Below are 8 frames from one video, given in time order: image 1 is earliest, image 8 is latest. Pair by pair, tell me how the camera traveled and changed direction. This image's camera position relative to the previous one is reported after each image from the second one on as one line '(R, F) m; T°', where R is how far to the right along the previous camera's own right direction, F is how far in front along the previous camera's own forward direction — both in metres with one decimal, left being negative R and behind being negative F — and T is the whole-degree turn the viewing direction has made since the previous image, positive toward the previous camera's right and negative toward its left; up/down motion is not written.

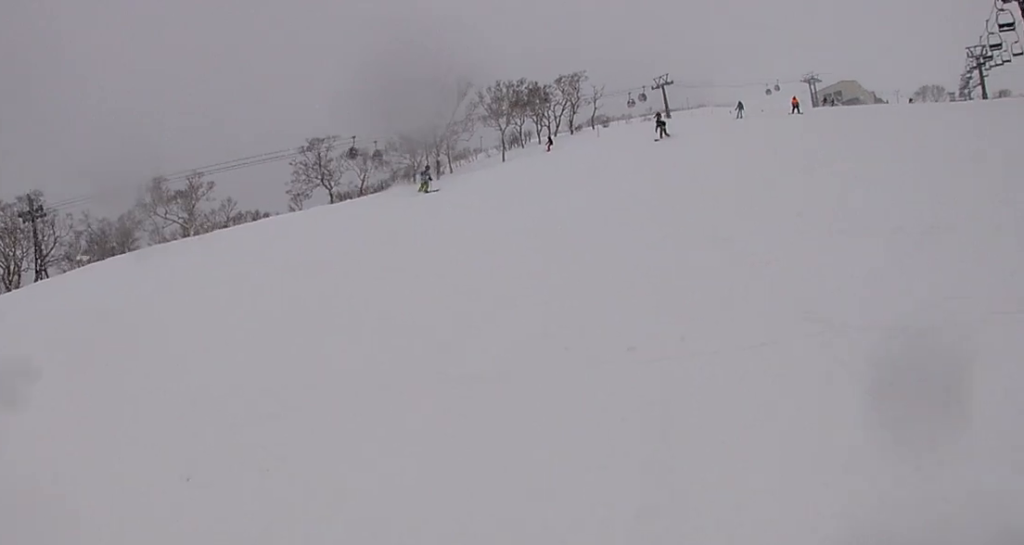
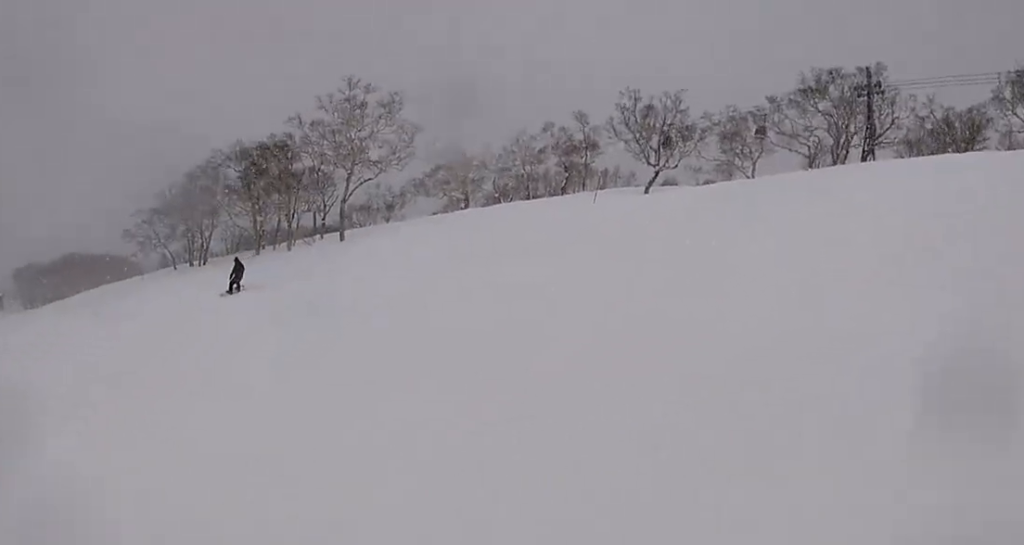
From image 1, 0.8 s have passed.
(+0.1, +3.7) m; 0°
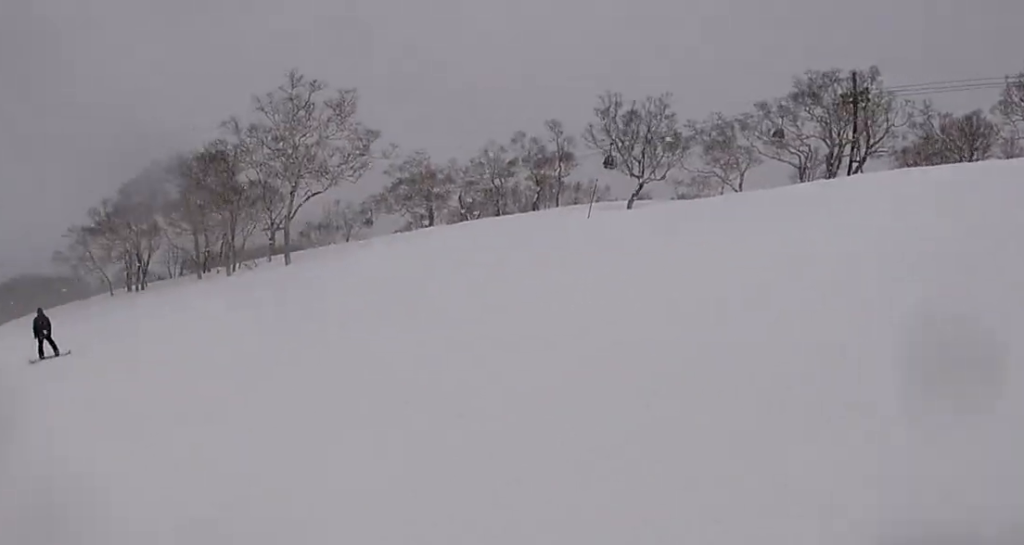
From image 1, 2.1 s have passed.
(-0.7, +6.7) m; -20°
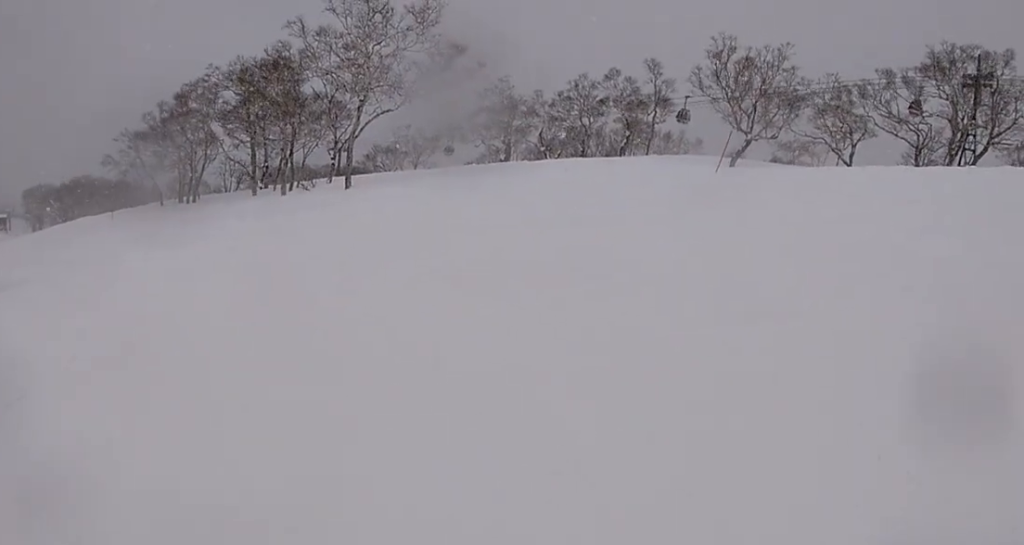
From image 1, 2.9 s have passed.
(-0.9, +4.4) m; -11°
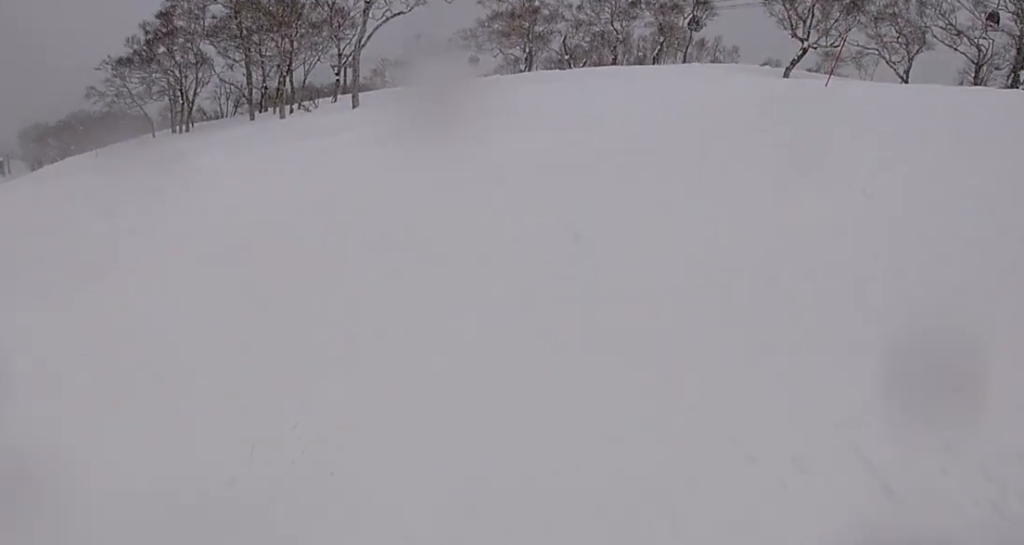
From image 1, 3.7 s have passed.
(+0.1, +4.4) m; +4°
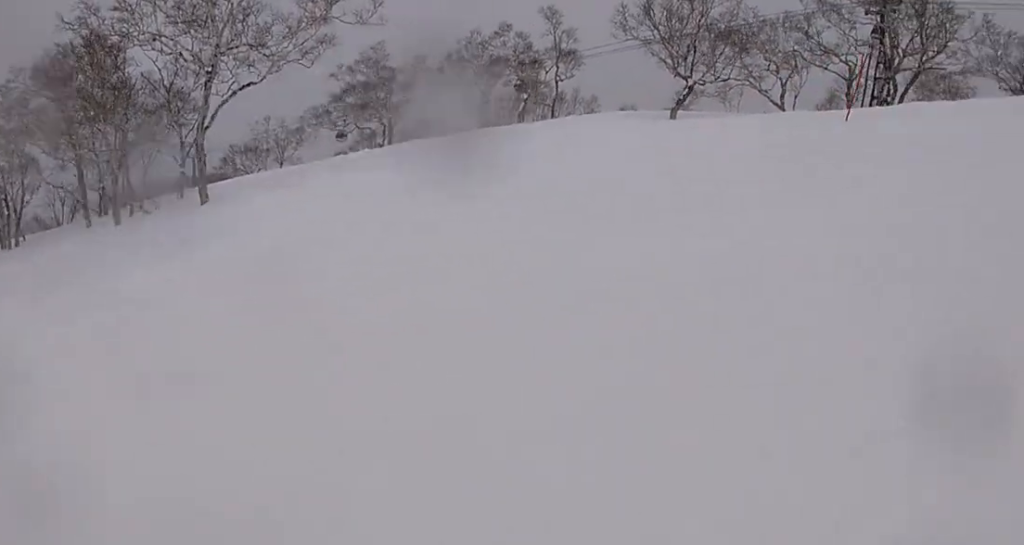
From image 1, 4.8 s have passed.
(+0.4, +6.1) m; +13°
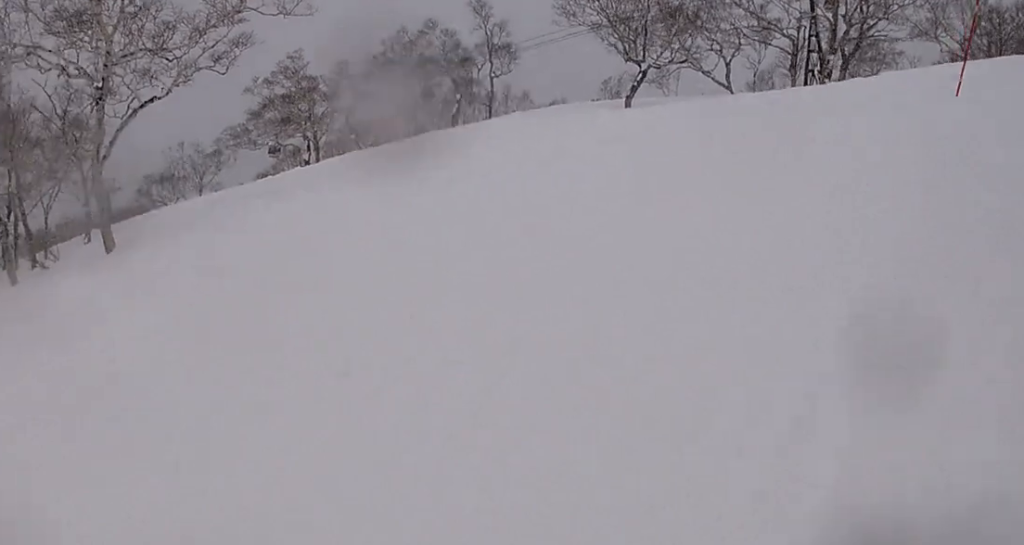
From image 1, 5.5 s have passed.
(+0.6, +4.1) m; +8°
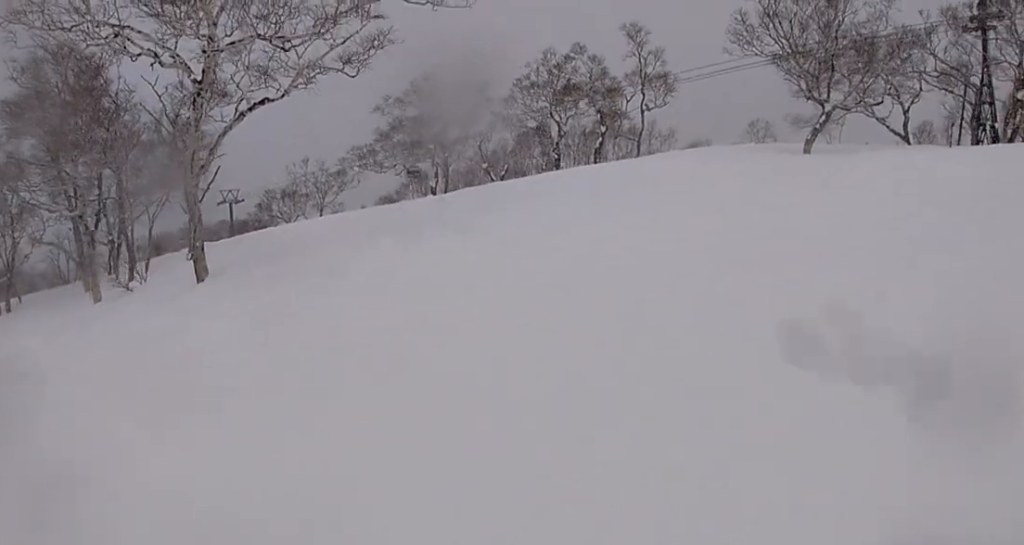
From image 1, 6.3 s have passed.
(+0.3, +4.1) m; -1°
